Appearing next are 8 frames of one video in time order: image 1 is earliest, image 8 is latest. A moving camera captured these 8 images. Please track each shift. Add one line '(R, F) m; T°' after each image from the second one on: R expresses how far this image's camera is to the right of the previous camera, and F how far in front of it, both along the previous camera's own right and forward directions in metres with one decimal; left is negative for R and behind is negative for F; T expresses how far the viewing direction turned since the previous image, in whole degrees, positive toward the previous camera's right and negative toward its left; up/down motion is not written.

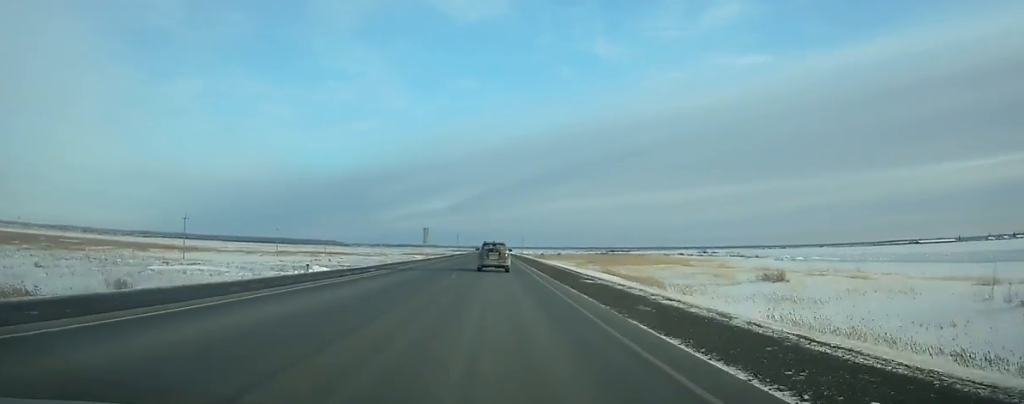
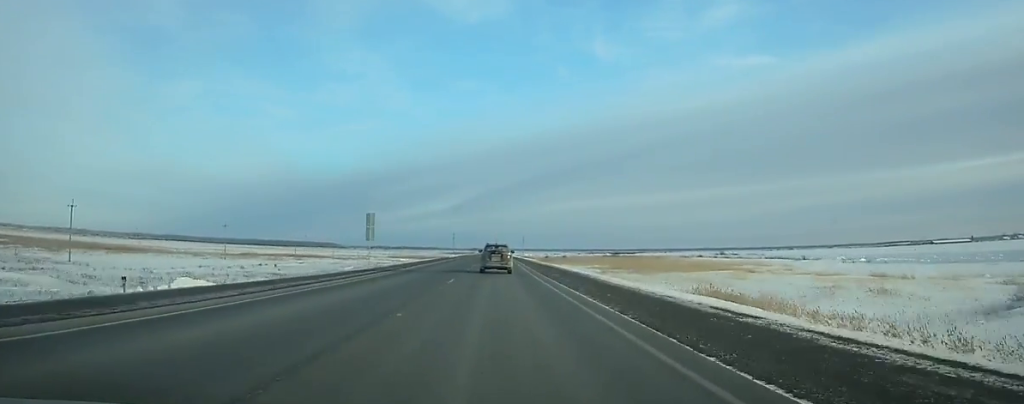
(+0.2, +39.2) m; 0°
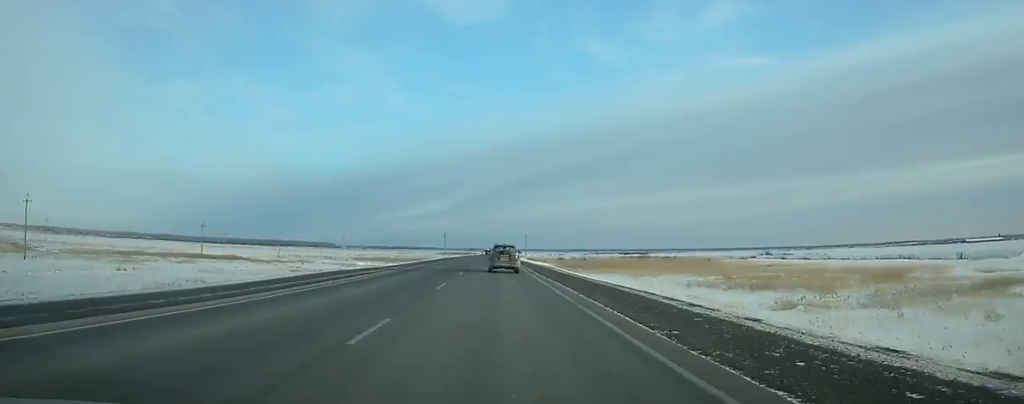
(+0.1, +75.8) m; 0°
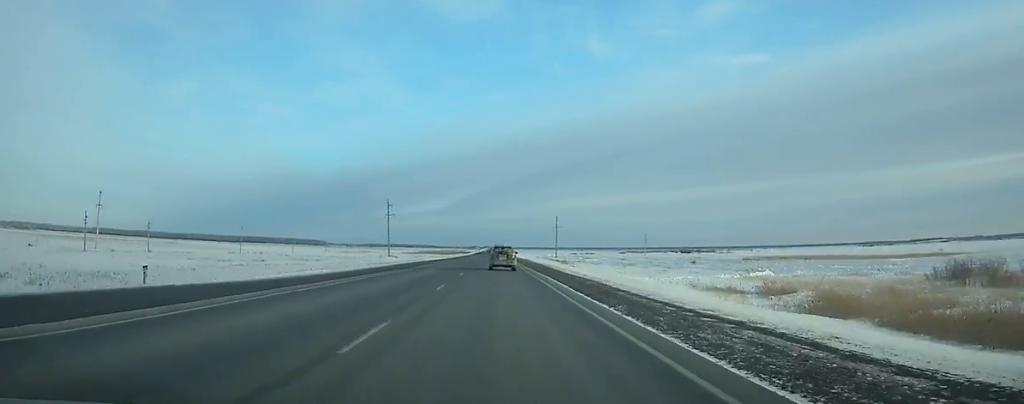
(-0.9, +241.2) m; 0°
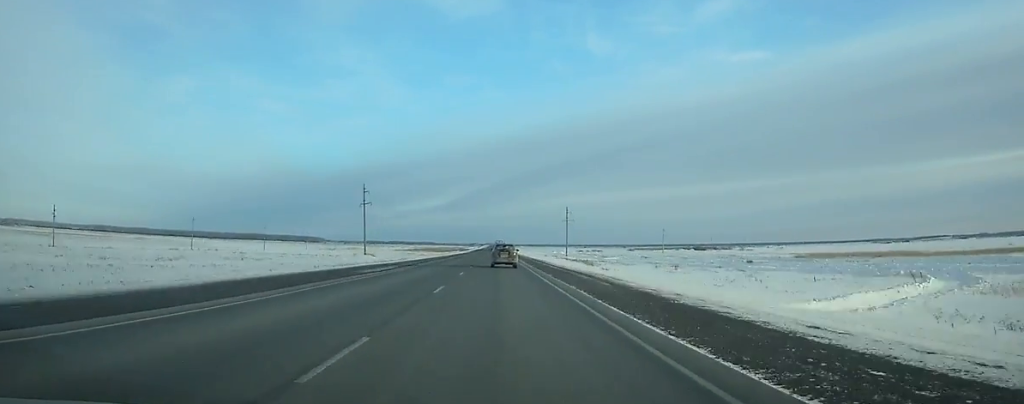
(0.0, +37.6) m; 0°
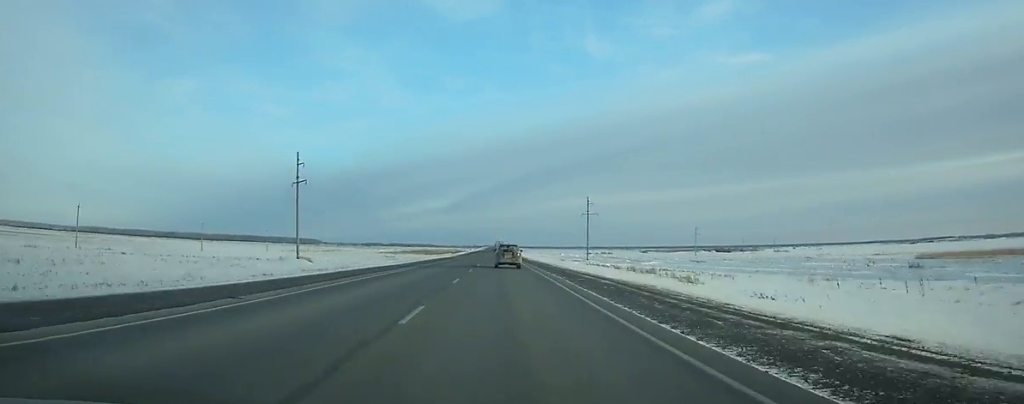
(0.0, +54.1) m; 0°
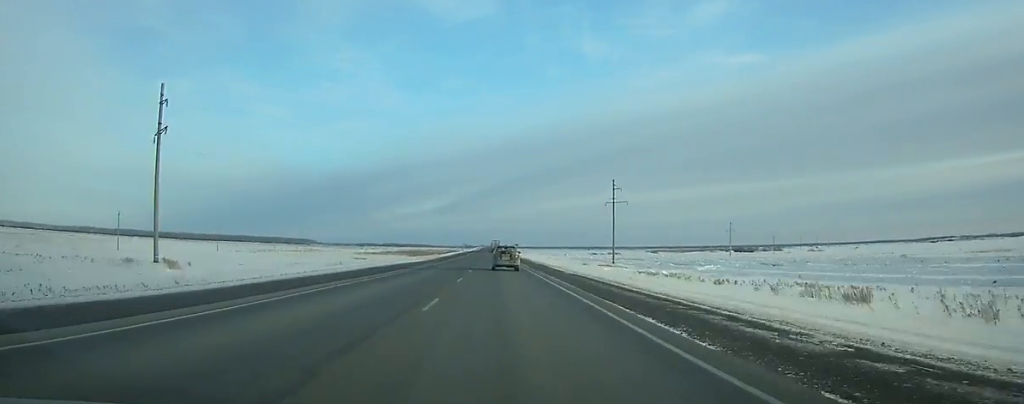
(0.0, +45.9) m; 0°
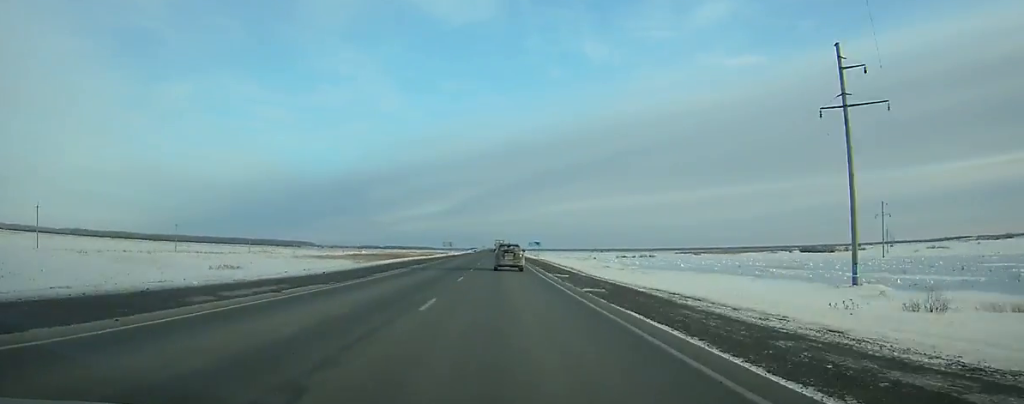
(0.0, +94.0) m; 0°
